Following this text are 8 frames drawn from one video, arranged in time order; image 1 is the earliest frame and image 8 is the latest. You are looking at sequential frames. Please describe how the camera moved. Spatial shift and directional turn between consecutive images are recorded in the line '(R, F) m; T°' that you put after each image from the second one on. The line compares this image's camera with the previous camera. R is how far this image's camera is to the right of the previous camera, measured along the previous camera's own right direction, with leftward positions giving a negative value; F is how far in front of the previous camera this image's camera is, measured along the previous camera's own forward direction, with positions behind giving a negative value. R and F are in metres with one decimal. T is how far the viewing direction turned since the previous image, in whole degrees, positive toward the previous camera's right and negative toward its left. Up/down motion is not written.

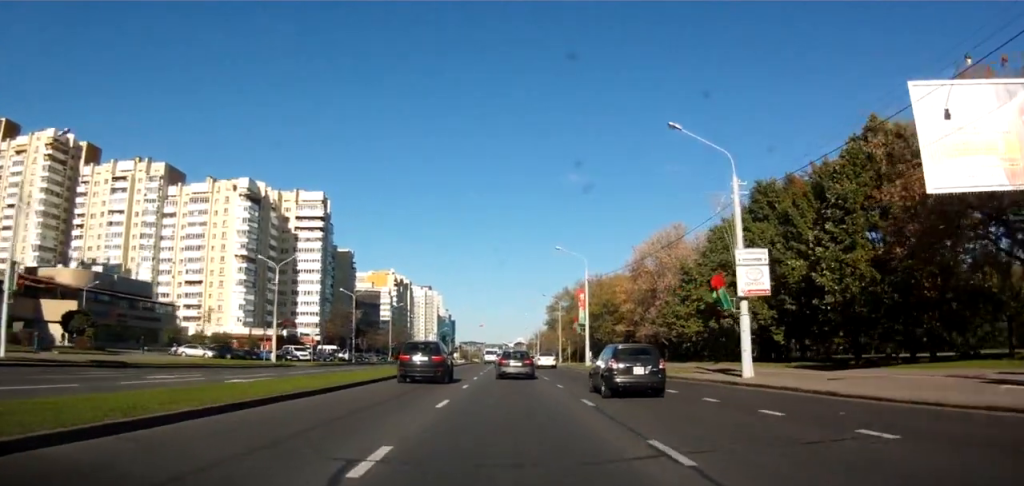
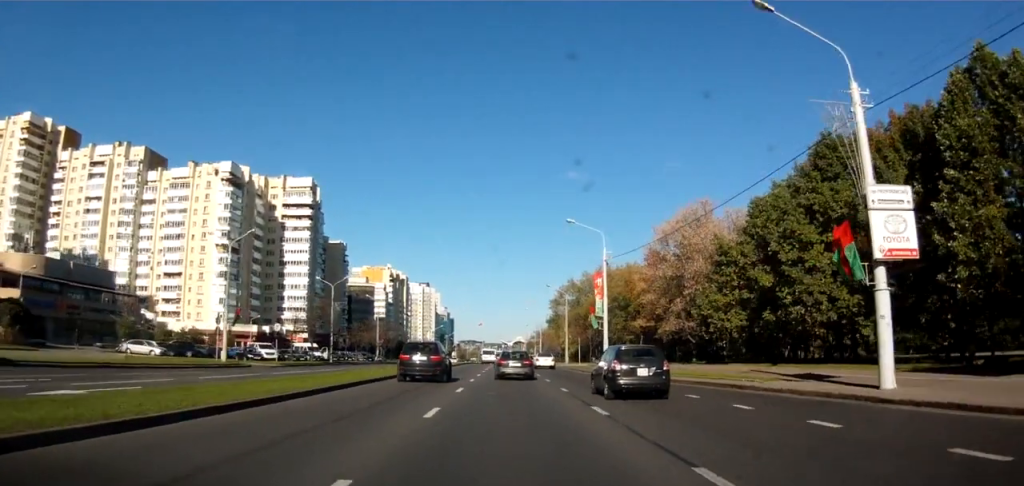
(+0.2, +10.1) m; +1°
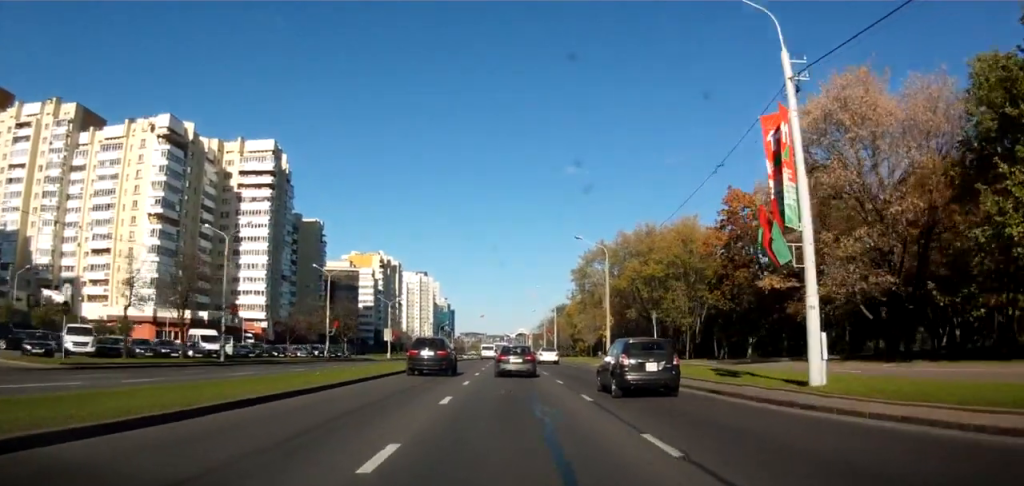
(+0.1, +29.7) m; -1°
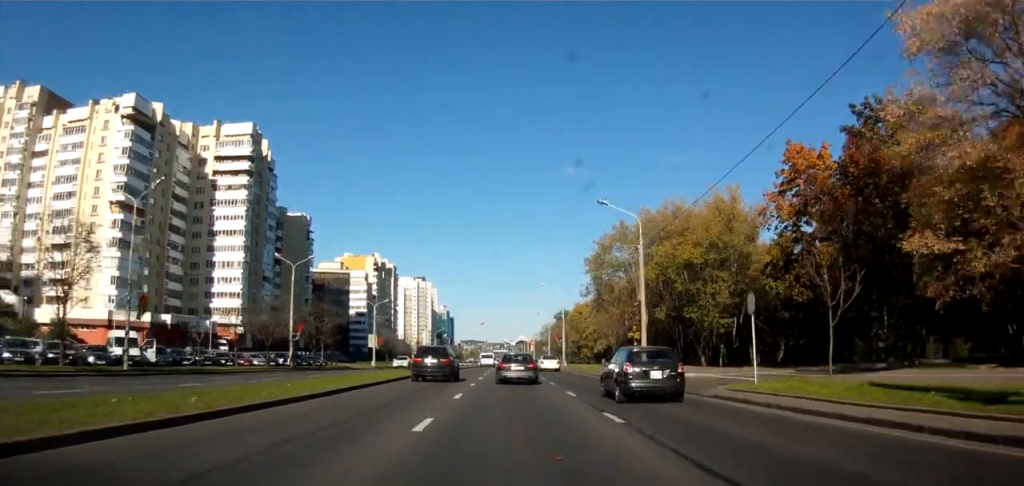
(-0.3, +12.0) m; 0°
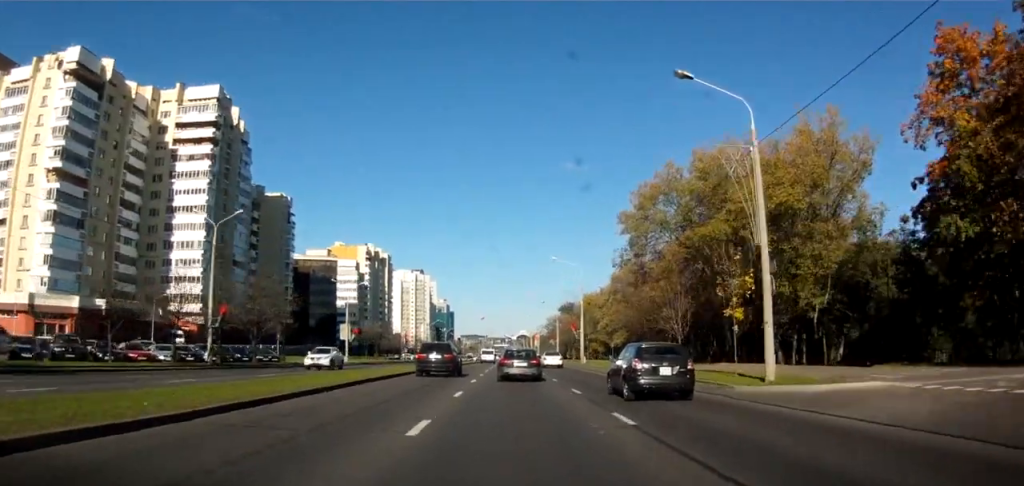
(0.0, +17.0) m; +1°
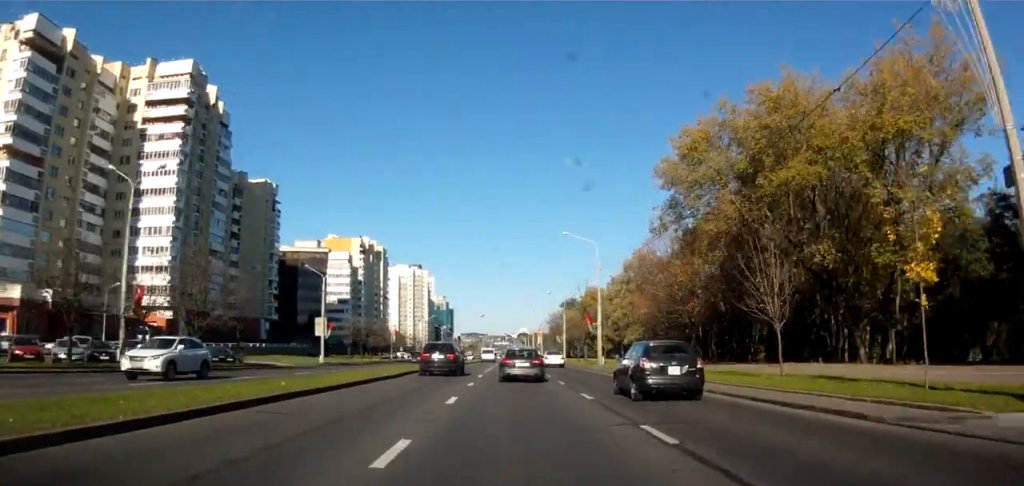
(+0.2, +10.7) m; +1°
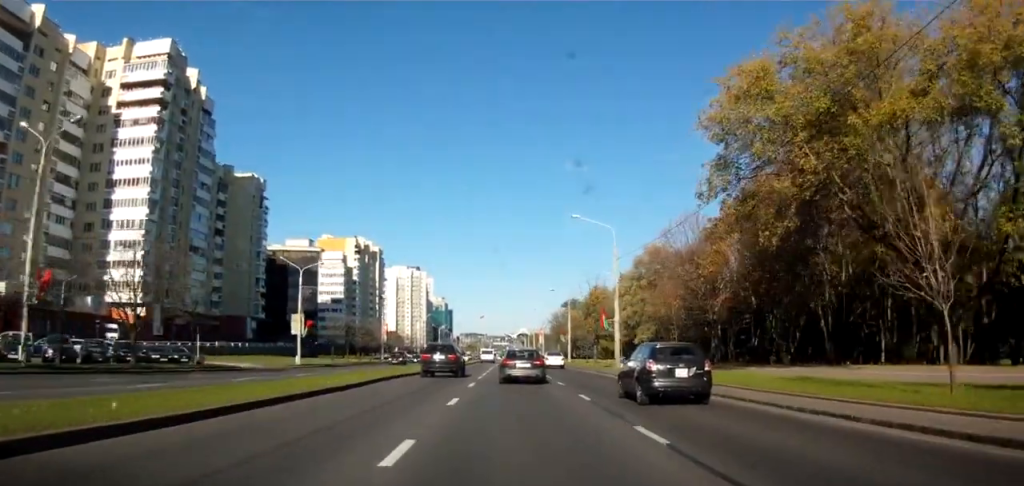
(0.0, +7.9) m; -1°
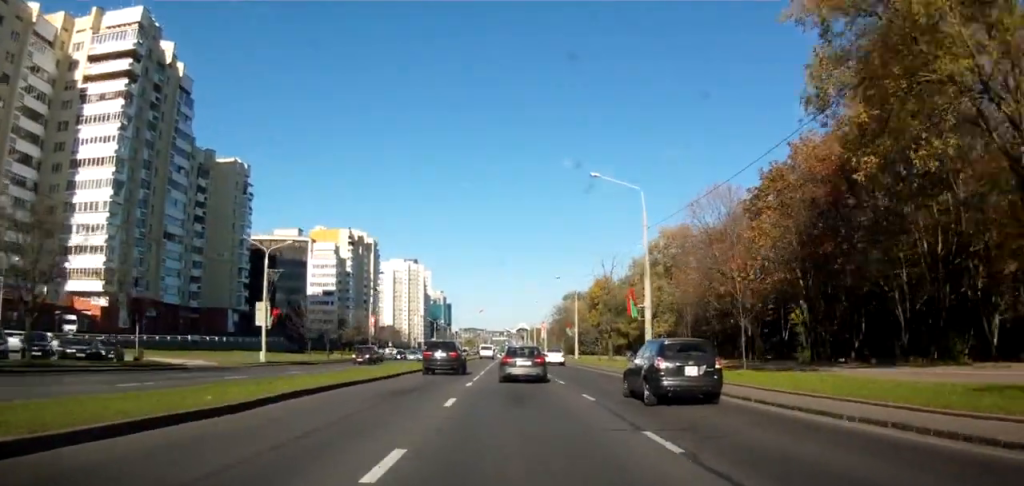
(+0.1, +9.3) m; -1°
